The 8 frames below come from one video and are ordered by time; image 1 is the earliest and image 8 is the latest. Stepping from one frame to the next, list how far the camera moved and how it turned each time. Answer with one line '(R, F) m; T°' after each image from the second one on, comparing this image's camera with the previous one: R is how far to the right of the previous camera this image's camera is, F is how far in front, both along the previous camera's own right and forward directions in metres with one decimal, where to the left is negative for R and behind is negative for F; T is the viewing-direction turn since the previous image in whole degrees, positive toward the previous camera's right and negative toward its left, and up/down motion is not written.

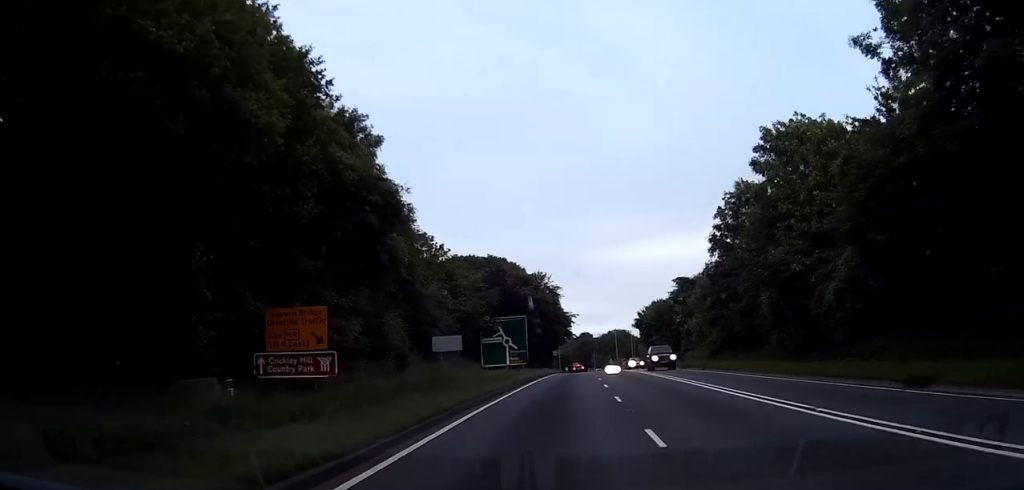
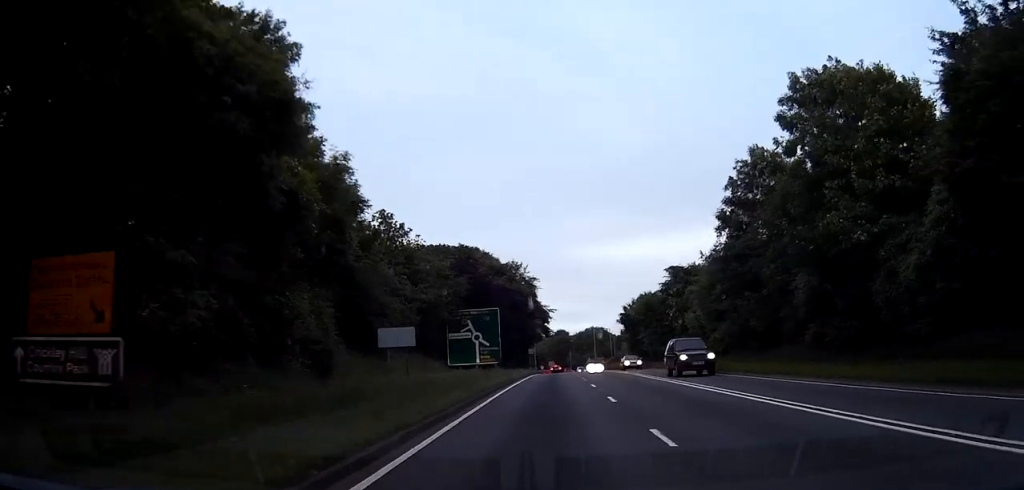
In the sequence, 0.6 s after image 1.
(+0.1, +9.4) m; +1°
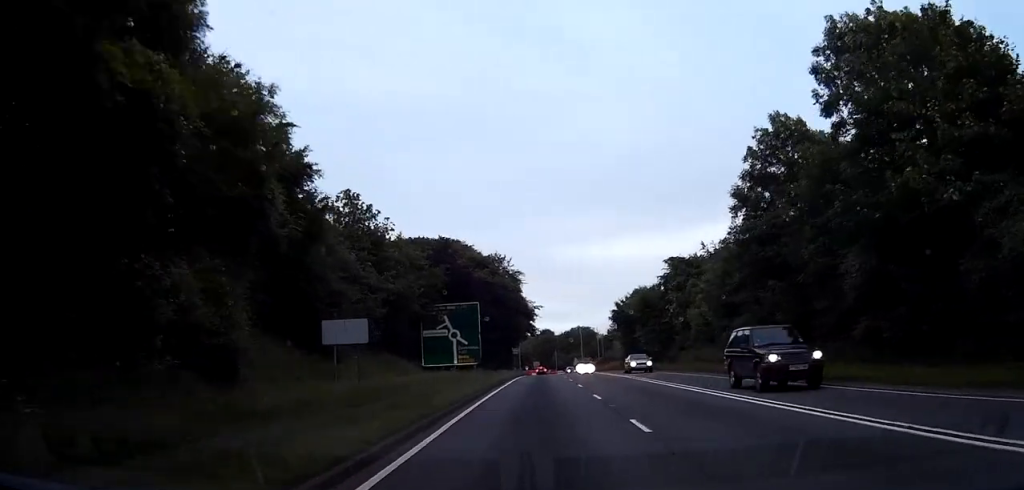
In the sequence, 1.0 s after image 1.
(+0.1, +7.2) m; +1°
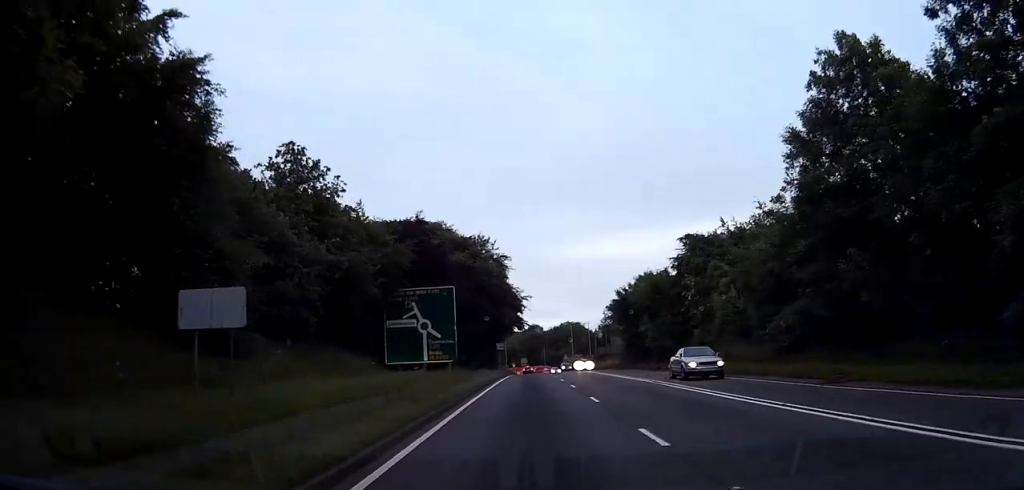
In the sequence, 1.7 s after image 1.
(+0.2, +11.0) m; +1°
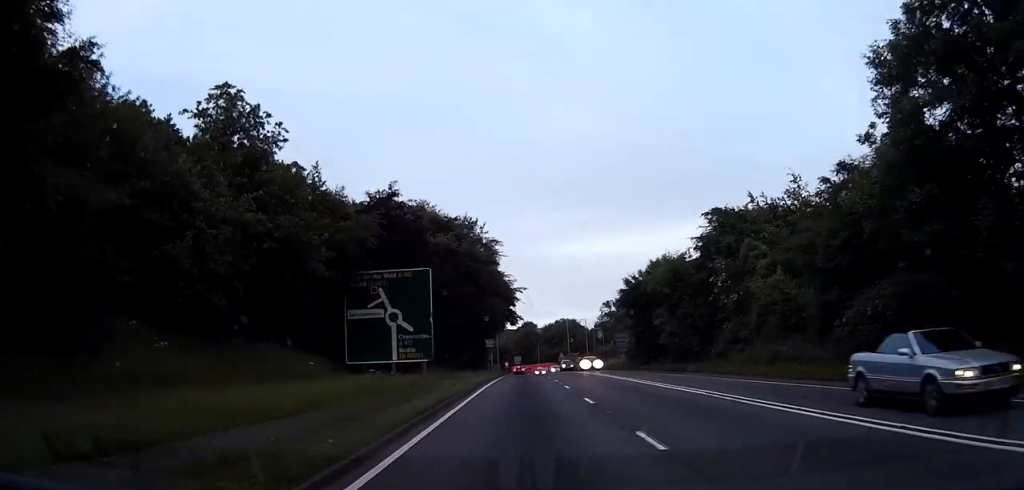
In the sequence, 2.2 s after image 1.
(+0.1, +9.4) m; +1°
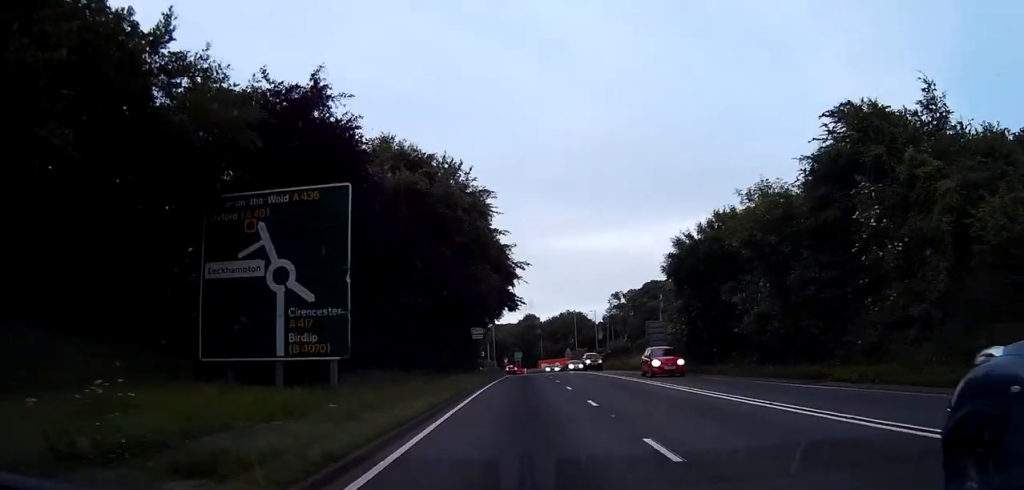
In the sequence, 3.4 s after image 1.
(0.0, +18.8) m; +1°
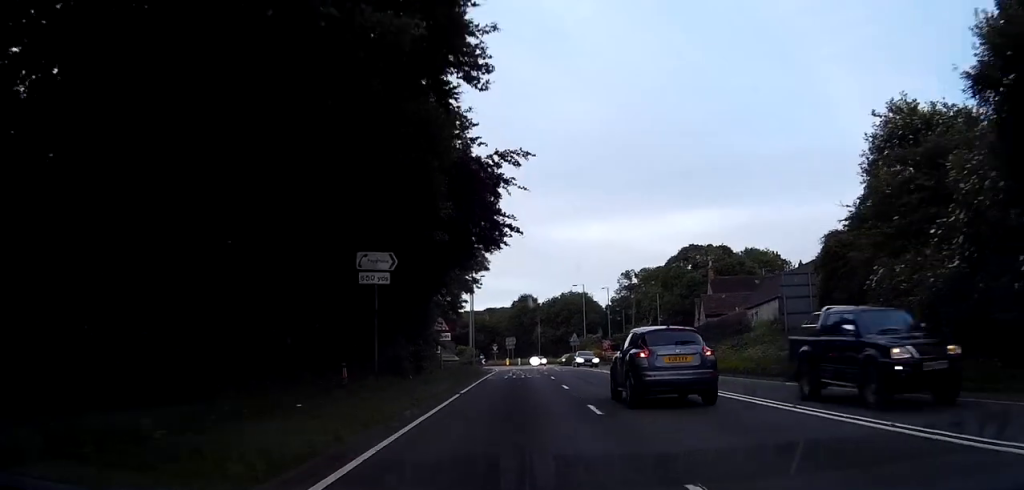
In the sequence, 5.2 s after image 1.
(+0.4, +30.2) m; 0°
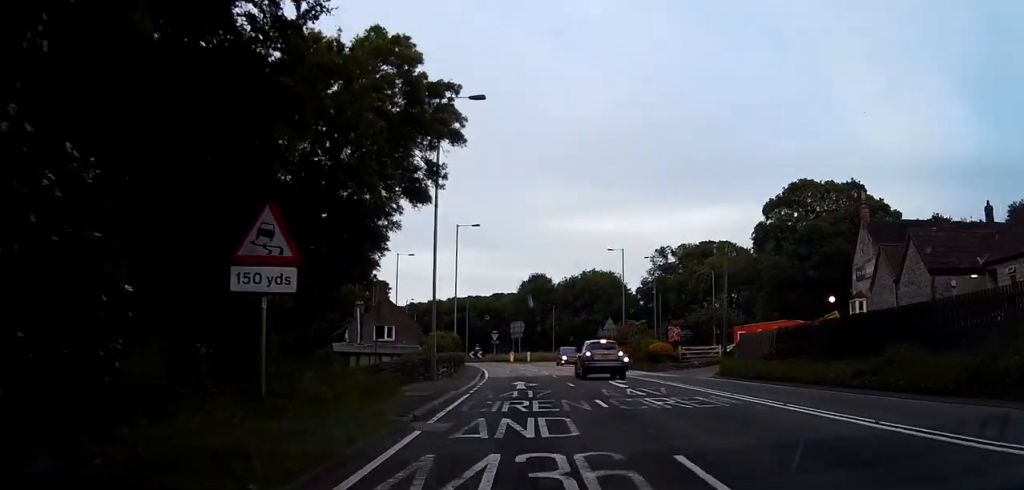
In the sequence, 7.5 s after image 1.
(-0.3, +33.7) m; -1°
